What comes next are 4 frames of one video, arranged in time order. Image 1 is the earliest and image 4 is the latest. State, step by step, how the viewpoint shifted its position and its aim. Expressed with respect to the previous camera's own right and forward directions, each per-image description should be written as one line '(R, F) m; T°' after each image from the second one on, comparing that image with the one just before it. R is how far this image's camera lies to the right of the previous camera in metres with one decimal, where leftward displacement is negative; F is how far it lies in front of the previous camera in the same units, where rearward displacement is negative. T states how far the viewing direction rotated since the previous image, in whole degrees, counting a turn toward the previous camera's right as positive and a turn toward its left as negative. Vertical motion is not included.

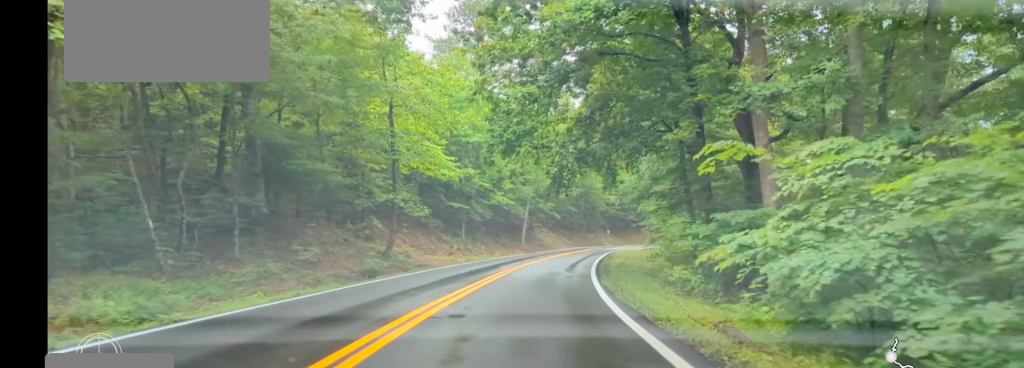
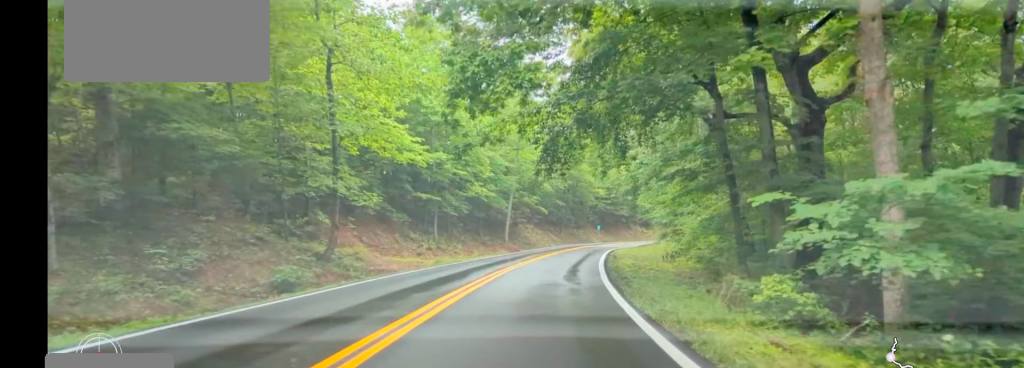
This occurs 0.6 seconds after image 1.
(0.0, +7.7) m; 0°
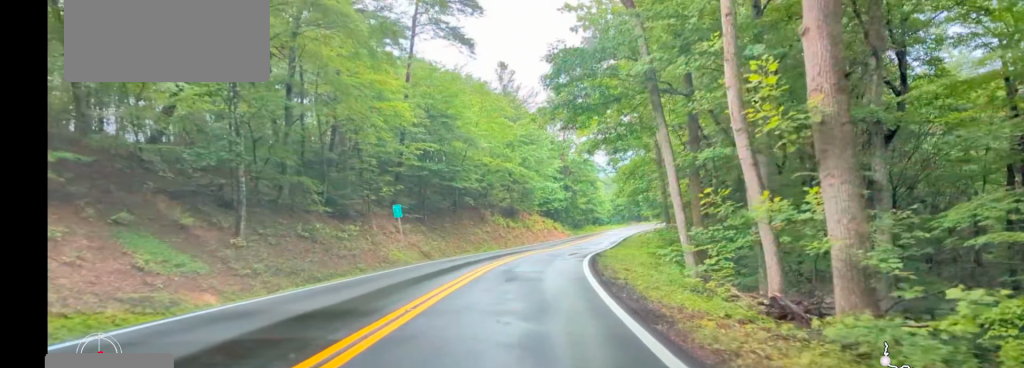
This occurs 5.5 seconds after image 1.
(+9.1, +66.6) m; +15°
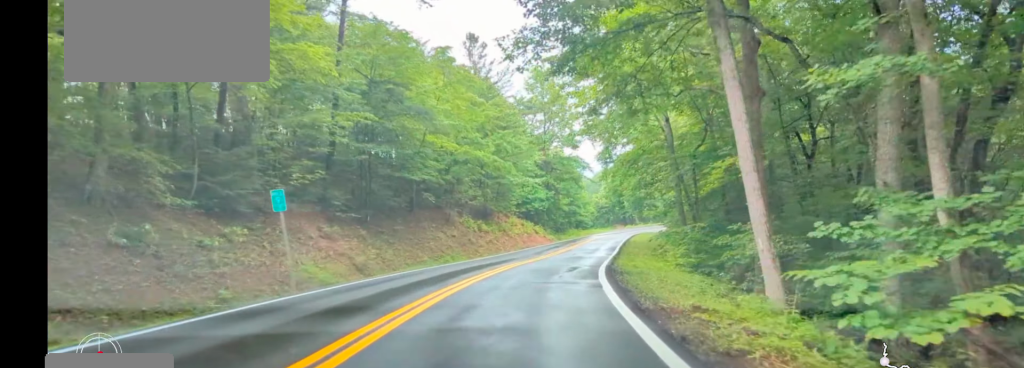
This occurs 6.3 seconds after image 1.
(+0.1, +11.3) m; +3°
